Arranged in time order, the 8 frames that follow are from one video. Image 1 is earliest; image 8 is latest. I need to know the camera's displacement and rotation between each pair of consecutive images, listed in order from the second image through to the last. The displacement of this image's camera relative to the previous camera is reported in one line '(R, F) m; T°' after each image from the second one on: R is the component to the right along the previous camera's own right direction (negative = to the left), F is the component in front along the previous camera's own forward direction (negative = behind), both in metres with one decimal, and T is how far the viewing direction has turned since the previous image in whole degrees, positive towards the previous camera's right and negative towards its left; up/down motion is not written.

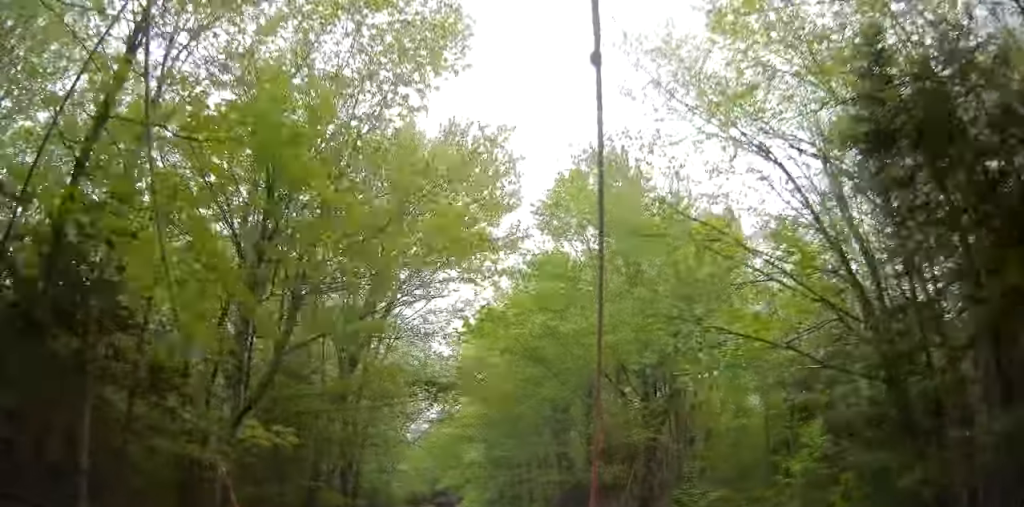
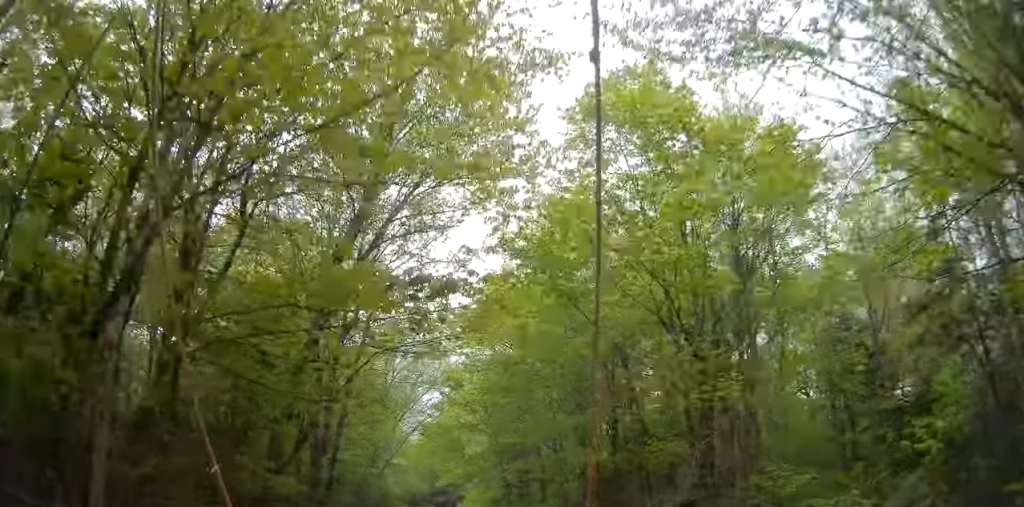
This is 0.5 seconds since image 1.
(0.0, +5.4) m; 0°
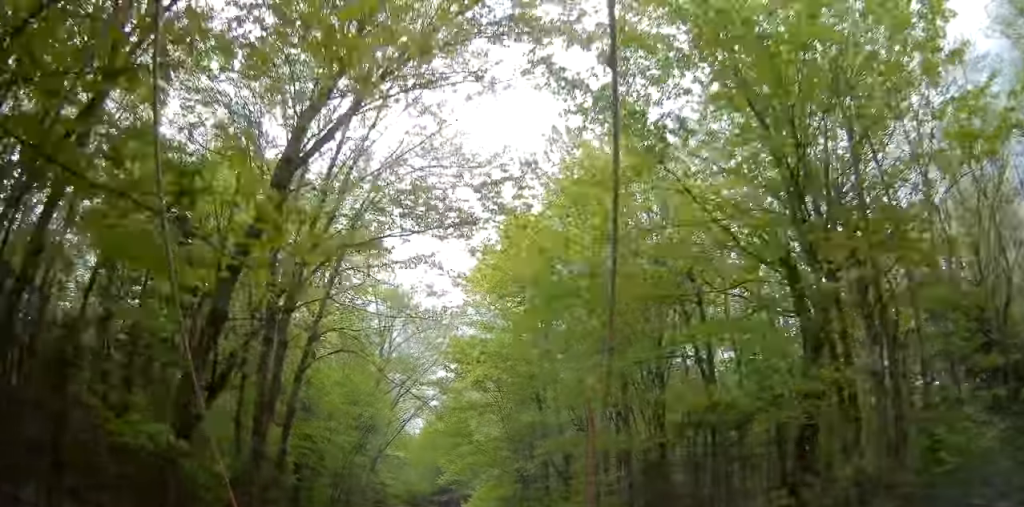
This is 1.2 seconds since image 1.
(0.0, +6.5) m; 0°
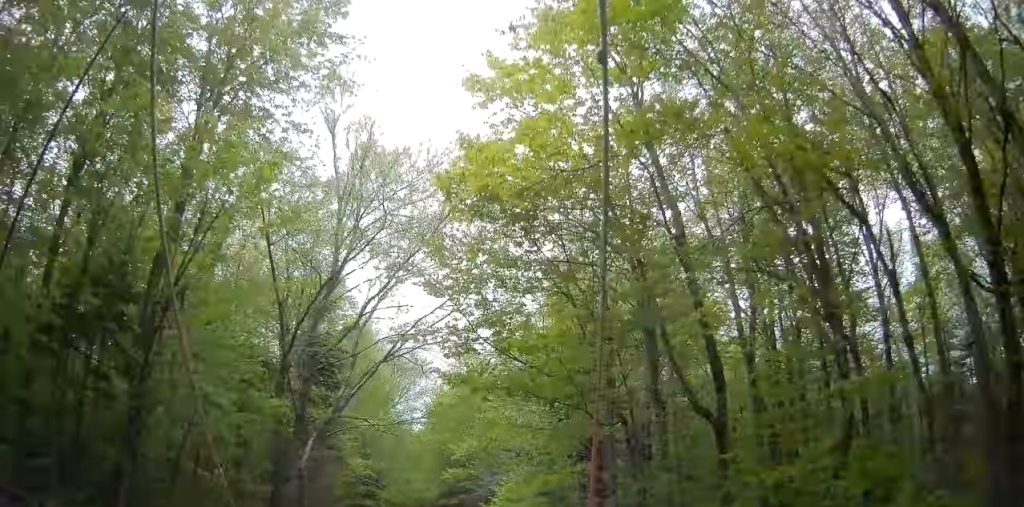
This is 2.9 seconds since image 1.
(-0.1, +17.9) m; +1°
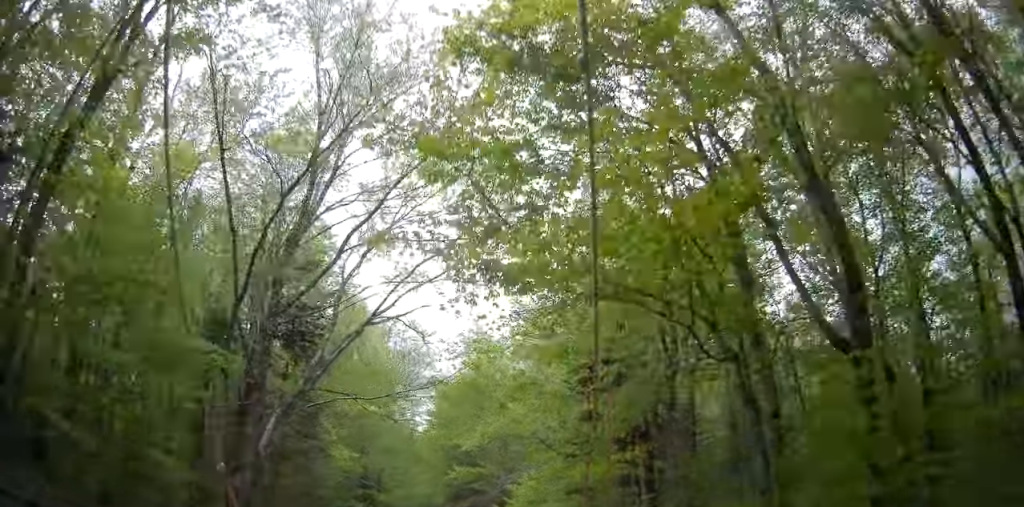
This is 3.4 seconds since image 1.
(+0.2, +5.7) m; -1°
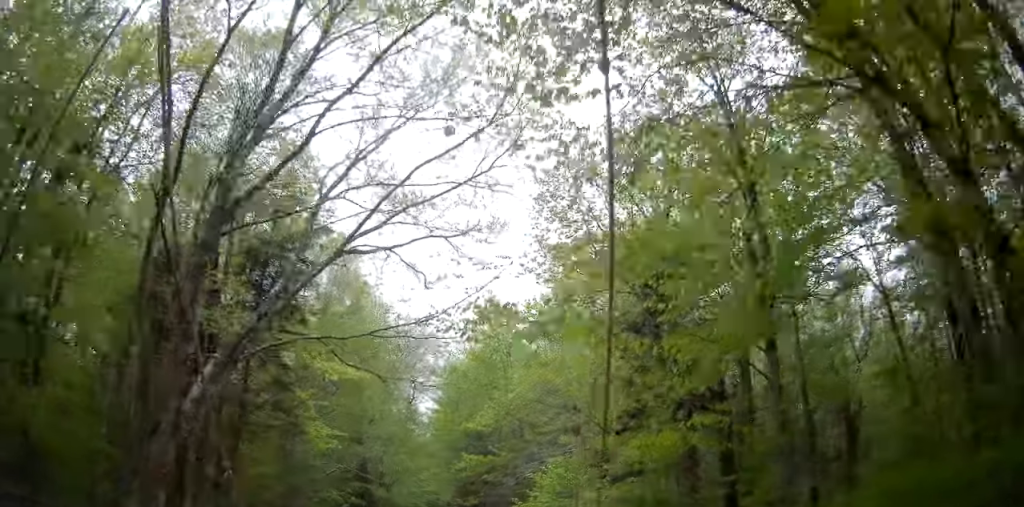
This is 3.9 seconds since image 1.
(+0.1, +5.3) m; -1°
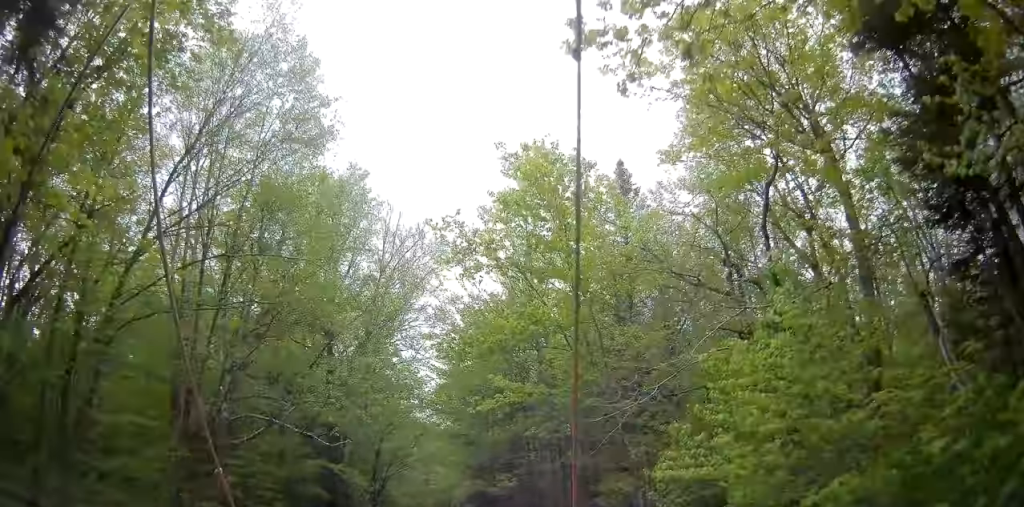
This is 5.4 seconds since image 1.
(-0.7, +14.7) m; -3°
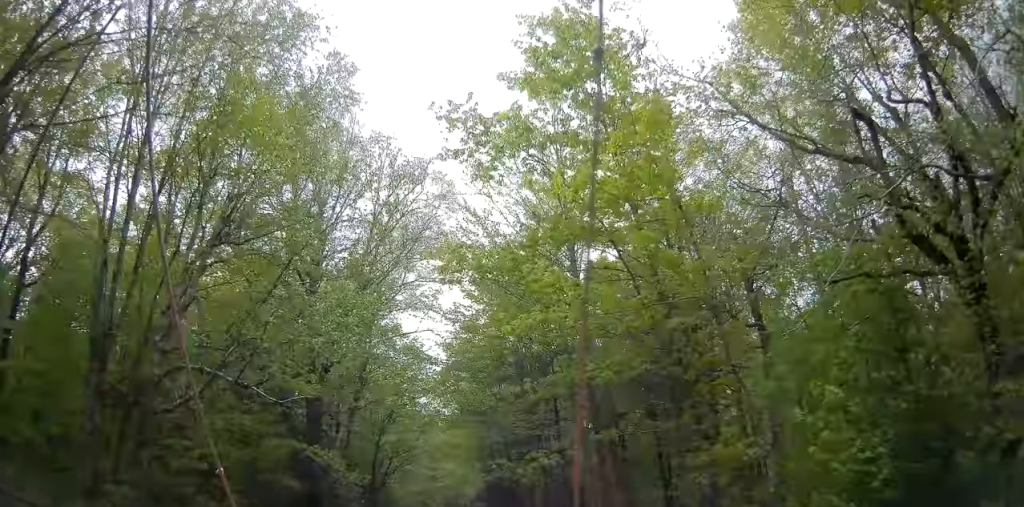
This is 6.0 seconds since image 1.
(0.0, +5.9) m; 0°
